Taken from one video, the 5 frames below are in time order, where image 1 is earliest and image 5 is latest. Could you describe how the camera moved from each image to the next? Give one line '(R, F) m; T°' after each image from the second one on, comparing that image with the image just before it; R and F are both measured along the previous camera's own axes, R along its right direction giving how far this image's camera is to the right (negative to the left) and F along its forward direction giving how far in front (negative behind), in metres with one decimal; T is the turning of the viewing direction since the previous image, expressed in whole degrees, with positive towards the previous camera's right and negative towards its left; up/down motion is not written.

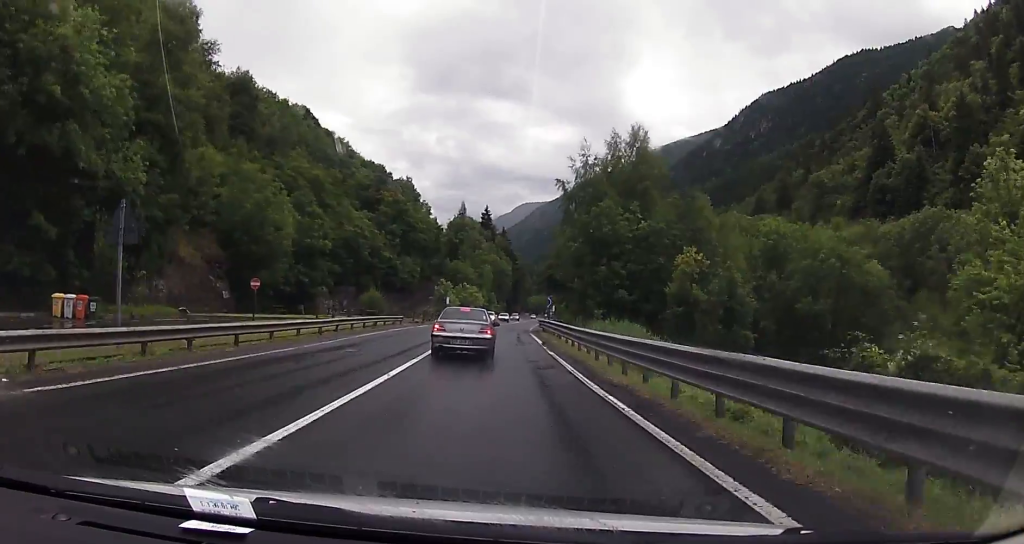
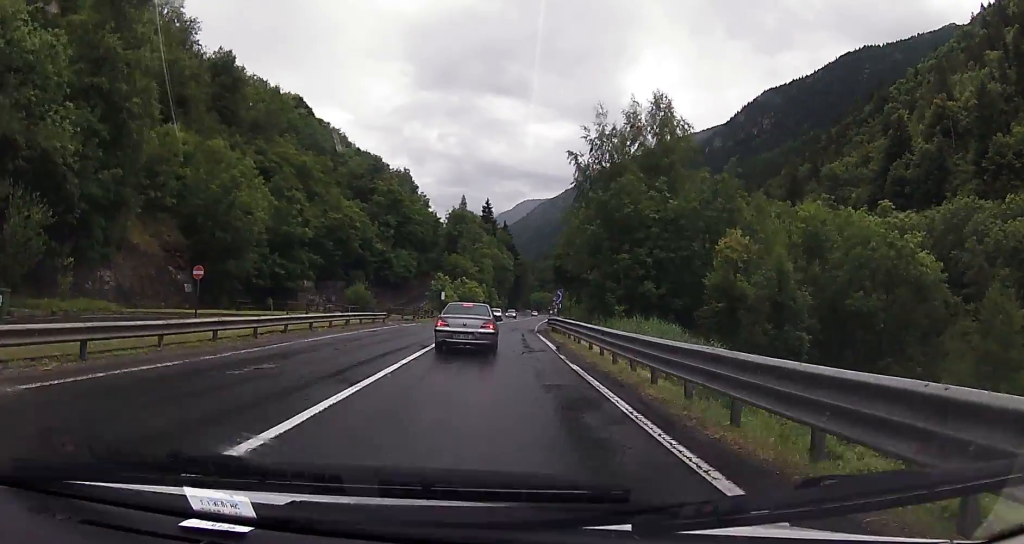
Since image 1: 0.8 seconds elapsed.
(-0.1, +7.2) m; 0°
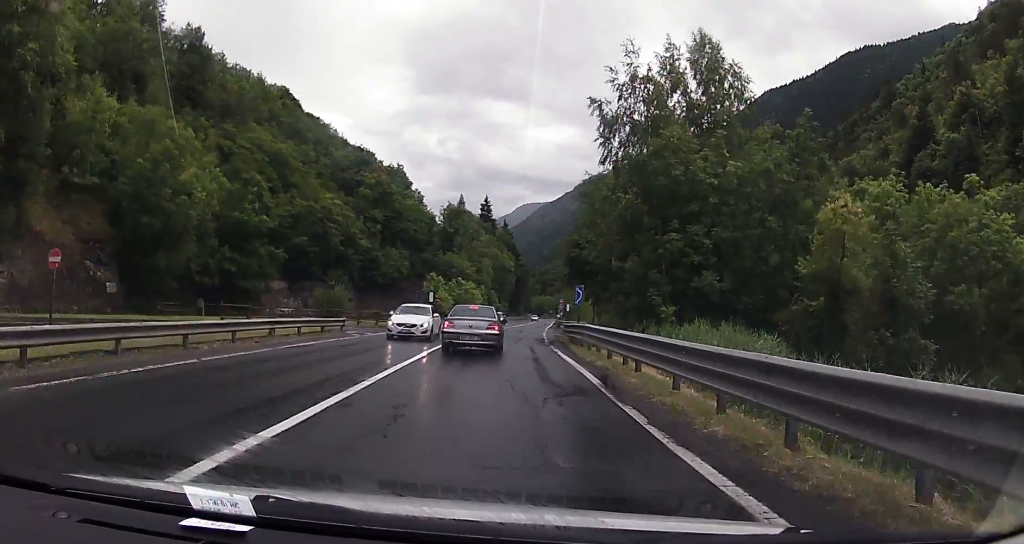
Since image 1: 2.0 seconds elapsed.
(+0.1, +10.5) m; -1°
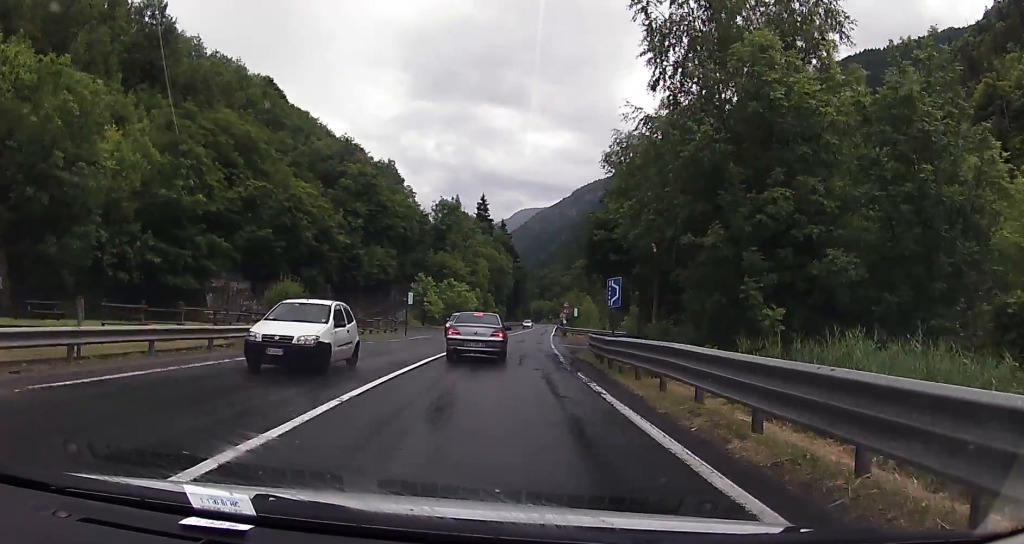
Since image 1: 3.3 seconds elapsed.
(-0.2, +10.1) m; +1°
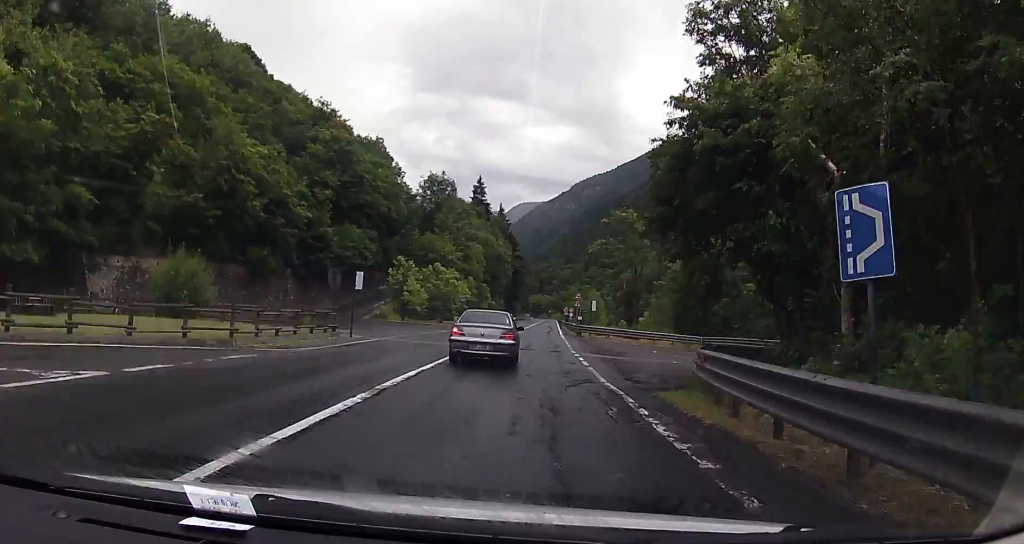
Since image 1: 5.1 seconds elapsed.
(+0.4, +14.5) m; +4°
